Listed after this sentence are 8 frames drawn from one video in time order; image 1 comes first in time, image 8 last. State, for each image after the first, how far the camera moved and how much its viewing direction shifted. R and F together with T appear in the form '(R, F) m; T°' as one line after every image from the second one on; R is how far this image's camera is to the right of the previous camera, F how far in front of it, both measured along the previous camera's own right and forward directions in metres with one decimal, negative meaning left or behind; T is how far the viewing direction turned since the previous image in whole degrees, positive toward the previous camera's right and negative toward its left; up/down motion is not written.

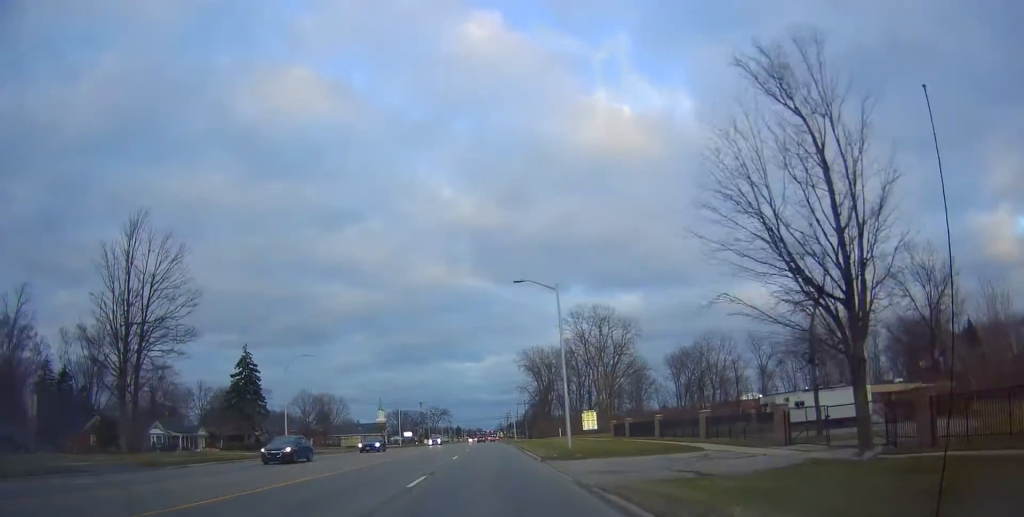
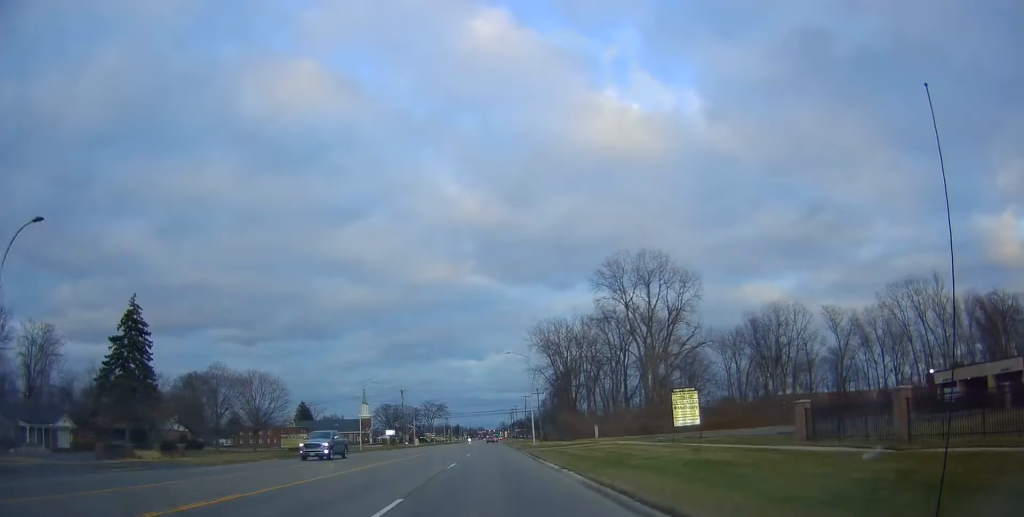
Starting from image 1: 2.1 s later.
(-0.9, +37.6) m; -2°
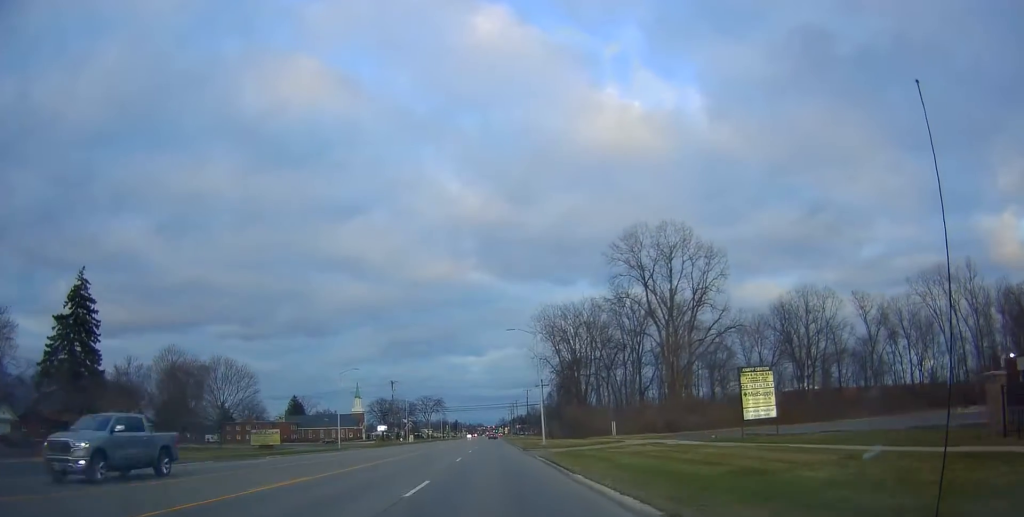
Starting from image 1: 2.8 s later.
(0.0, +11.4) m; 0°
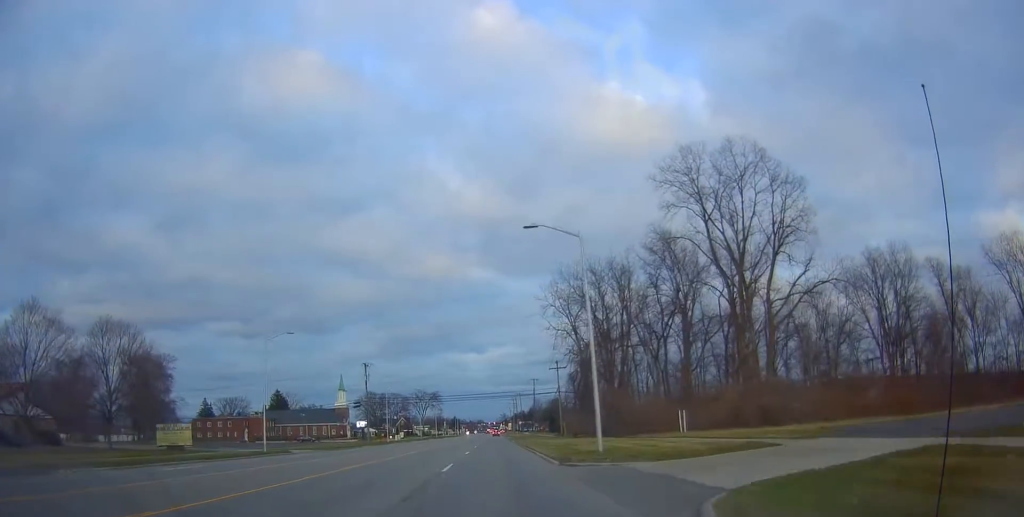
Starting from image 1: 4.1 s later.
(0.0, +24.3) m; +1°
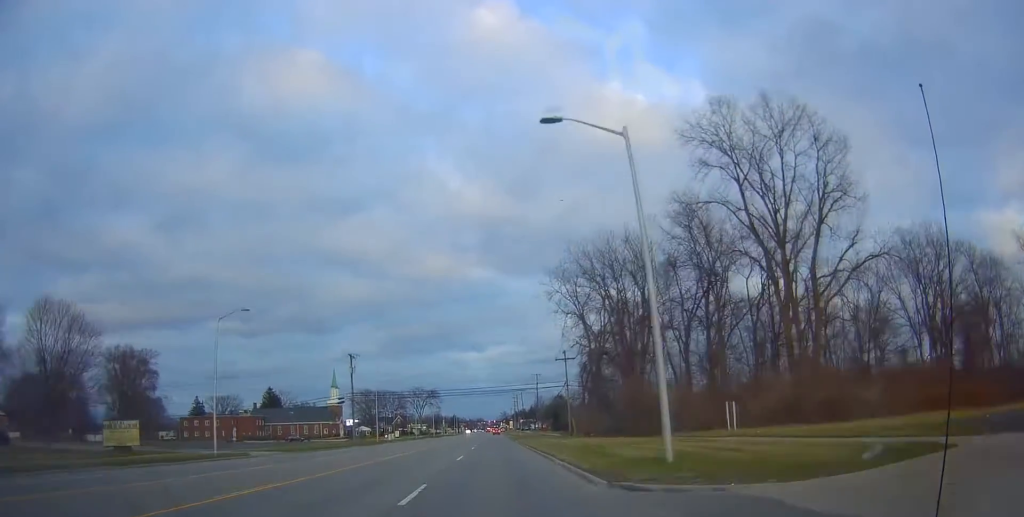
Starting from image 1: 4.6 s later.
(+0.1, +9.2) m; 0°
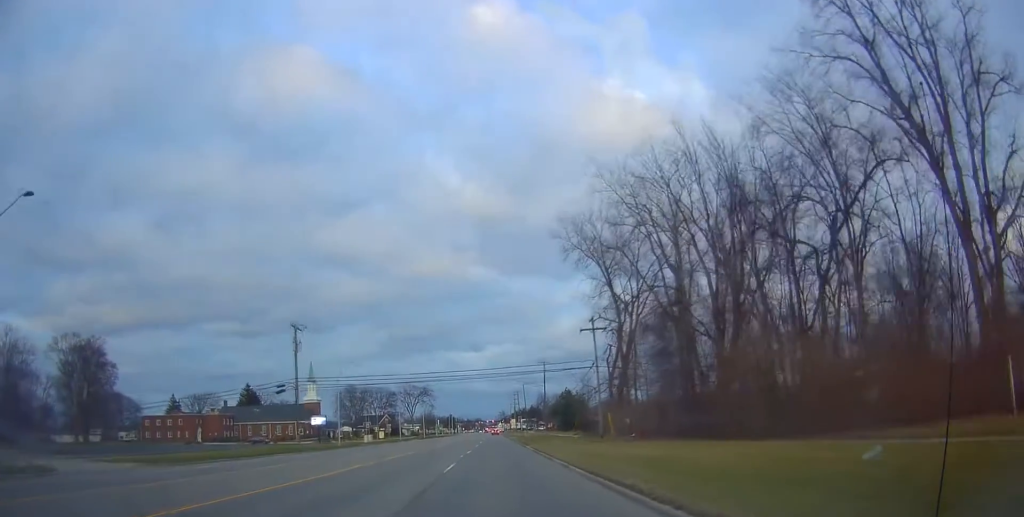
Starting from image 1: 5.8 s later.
(+0.1, +22.6) m; 0°
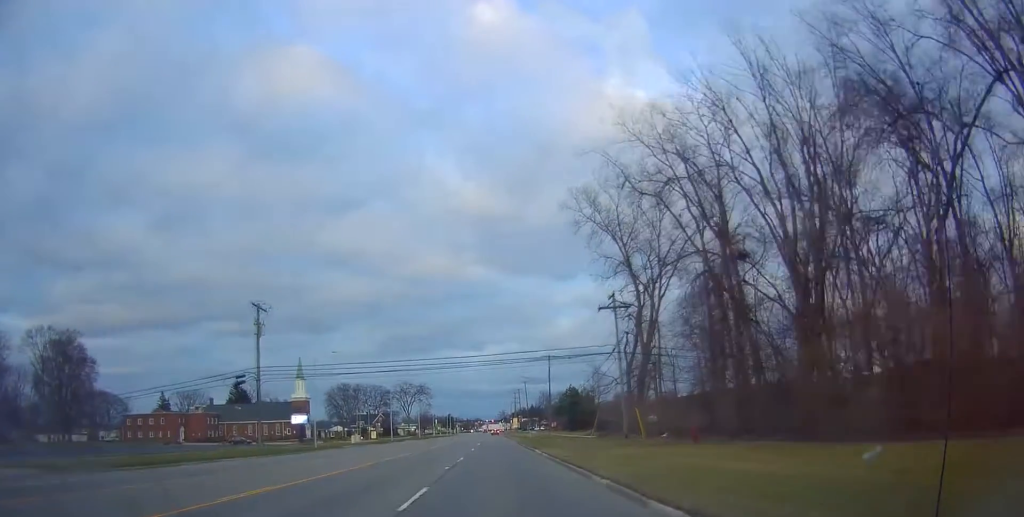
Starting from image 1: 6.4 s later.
(-0.2, +9.7) m; 0°
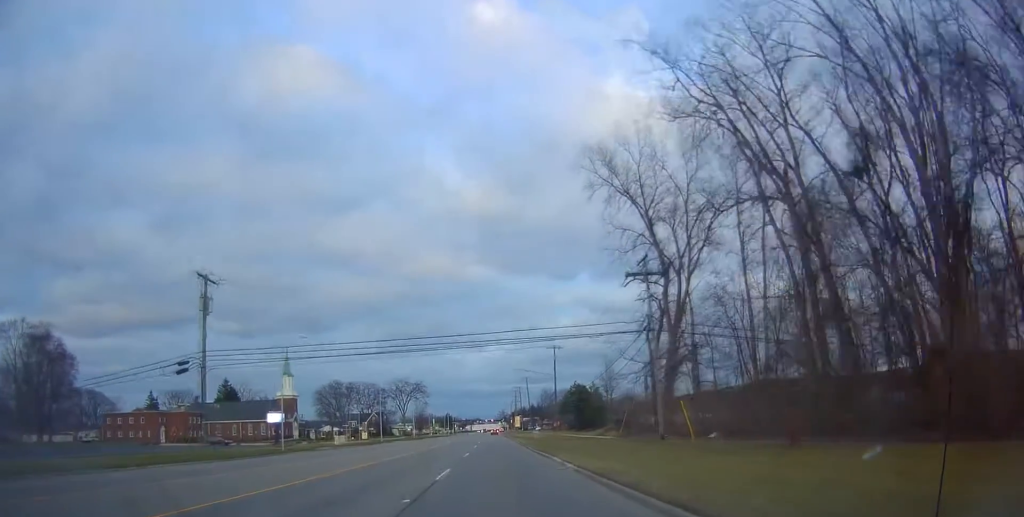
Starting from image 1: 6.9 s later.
(+0.3, +9.6) m; 0°
